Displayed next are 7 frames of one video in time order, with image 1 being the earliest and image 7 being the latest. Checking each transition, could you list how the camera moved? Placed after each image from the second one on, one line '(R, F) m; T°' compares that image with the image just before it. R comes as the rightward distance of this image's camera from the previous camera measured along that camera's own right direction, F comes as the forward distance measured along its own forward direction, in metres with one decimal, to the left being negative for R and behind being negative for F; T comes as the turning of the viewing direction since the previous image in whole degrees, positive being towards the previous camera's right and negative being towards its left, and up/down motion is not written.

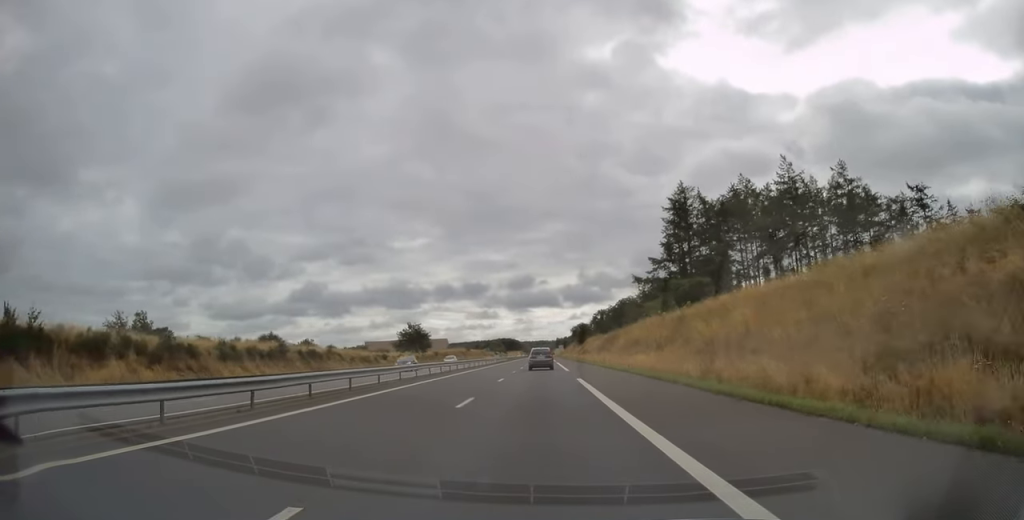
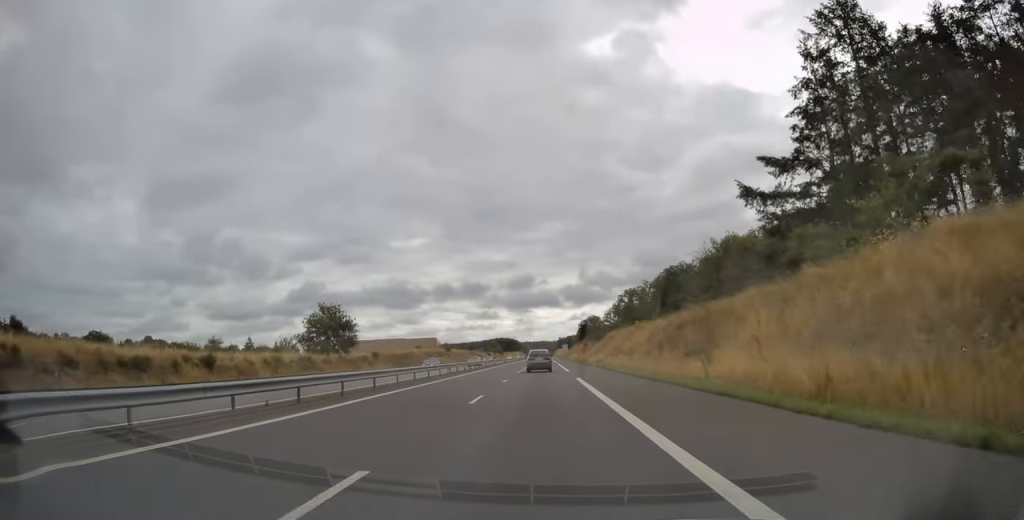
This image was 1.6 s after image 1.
(-0.6, +49.0) m; -1°
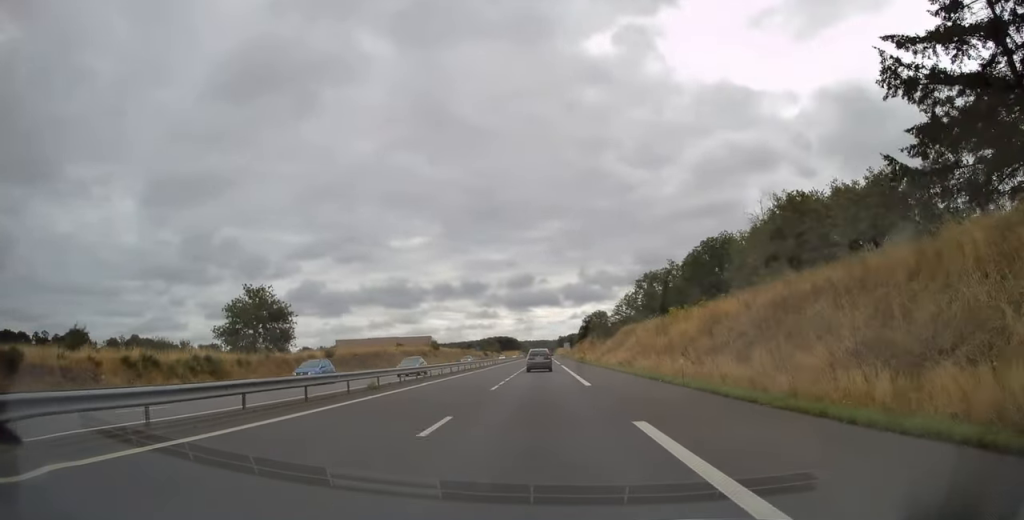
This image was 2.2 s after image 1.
(0.0, +19.4) m; 0°
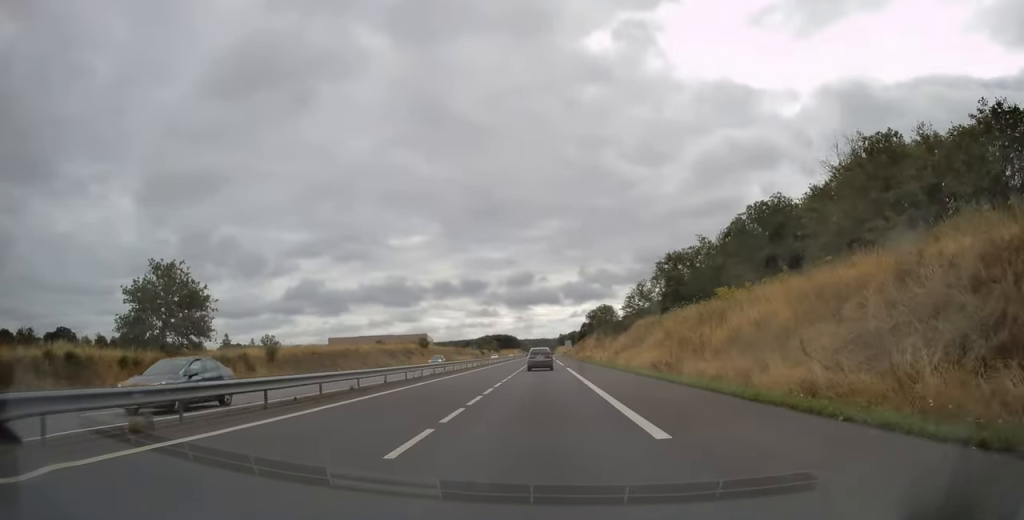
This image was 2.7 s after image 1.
(0.0, +14.8) m; 0°
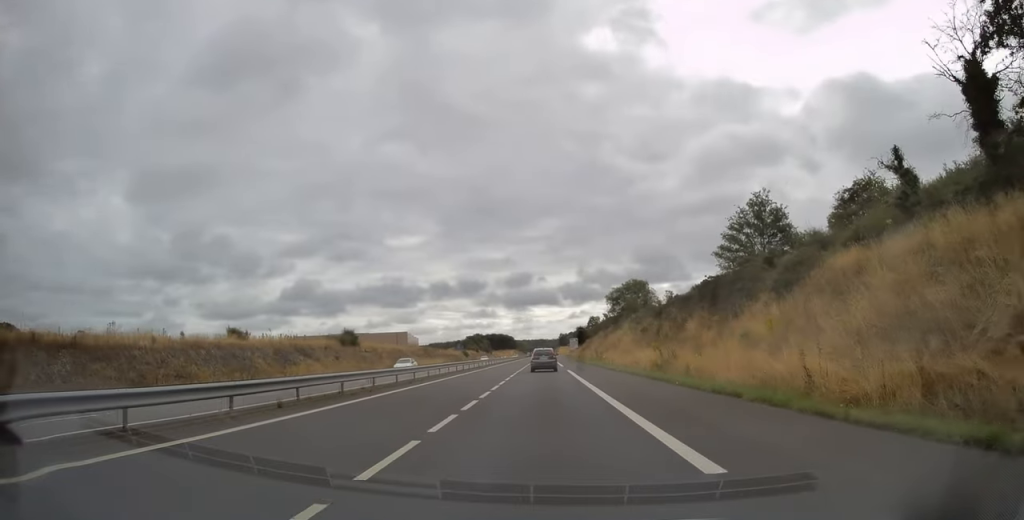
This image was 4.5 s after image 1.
(+0.5, +53.7) m; 0°
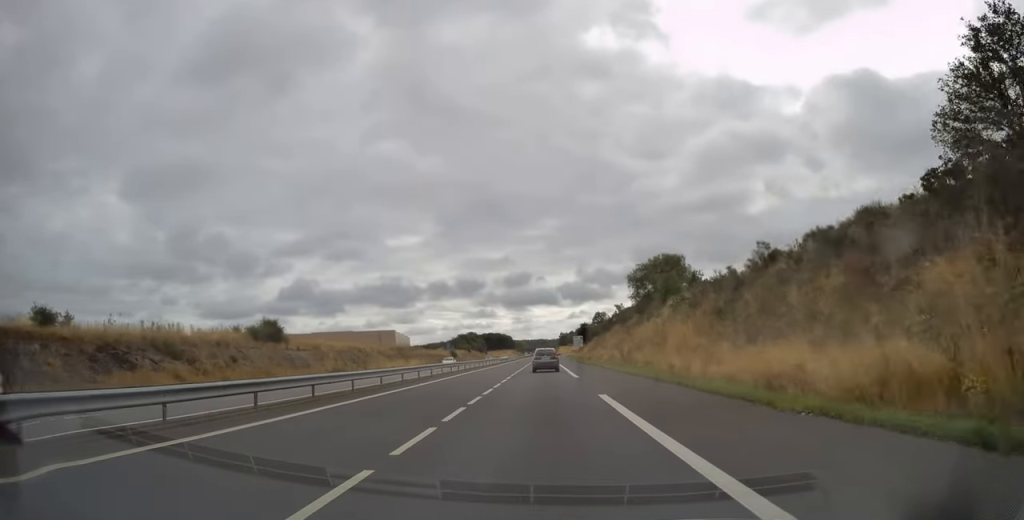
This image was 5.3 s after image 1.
(-0.2, +26.6) m; -1°
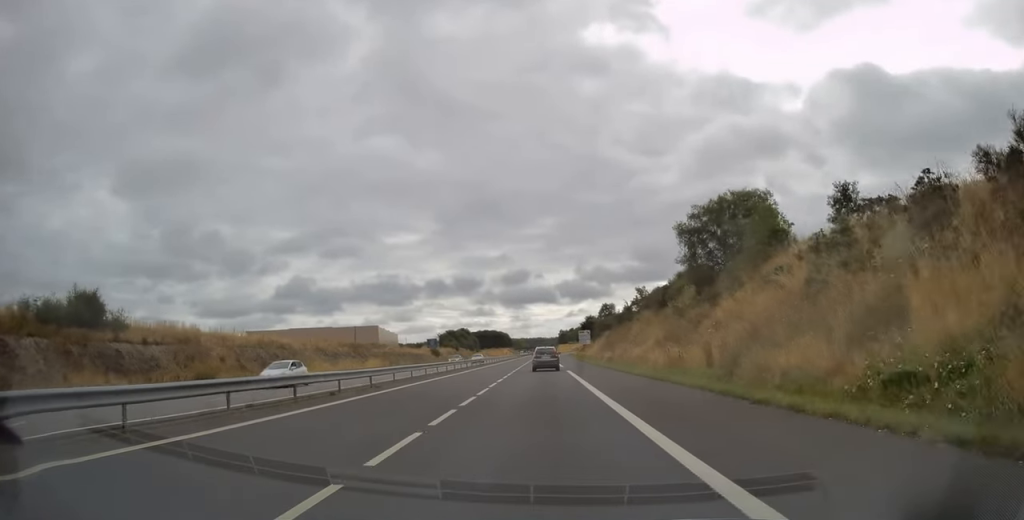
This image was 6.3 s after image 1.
(0.0, +29.2) m; 0°
